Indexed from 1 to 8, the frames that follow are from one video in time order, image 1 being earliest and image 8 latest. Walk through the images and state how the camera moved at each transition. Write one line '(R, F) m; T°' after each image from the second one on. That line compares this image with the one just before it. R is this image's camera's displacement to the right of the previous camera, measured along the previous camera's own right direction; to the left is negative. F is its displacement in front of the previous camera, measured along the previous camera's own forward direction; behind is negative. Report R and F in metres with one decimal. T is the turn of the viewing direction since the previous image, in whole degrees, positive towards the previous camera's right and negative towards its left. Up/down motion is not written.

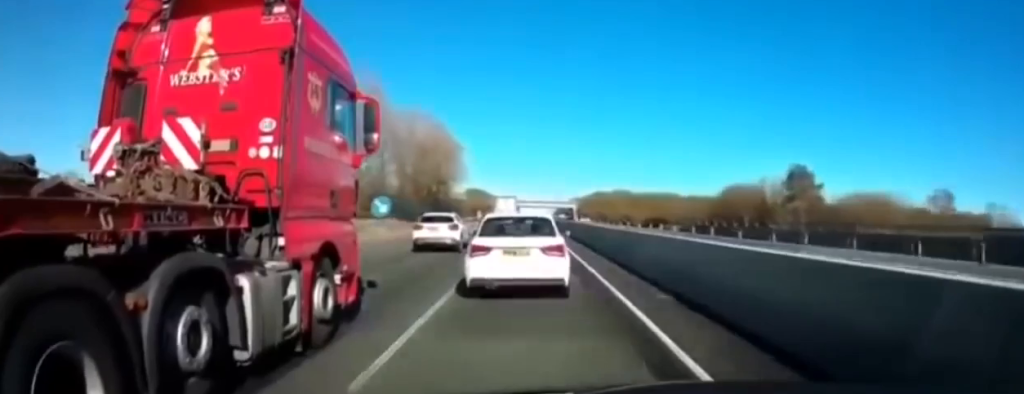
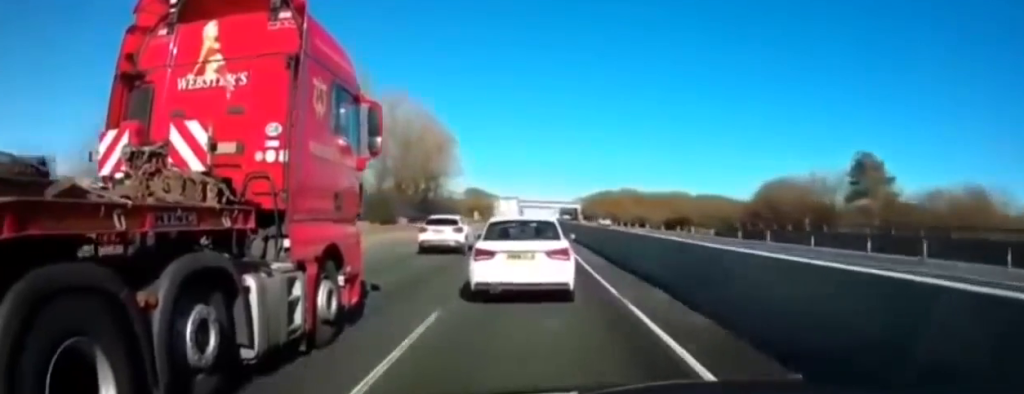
(-0.2, +14.3) m; 0°
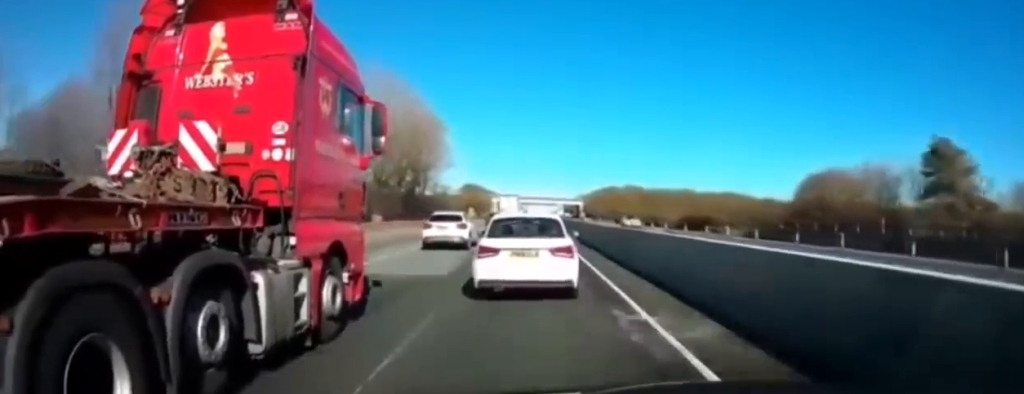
(0.0, +10.9) m; 0°
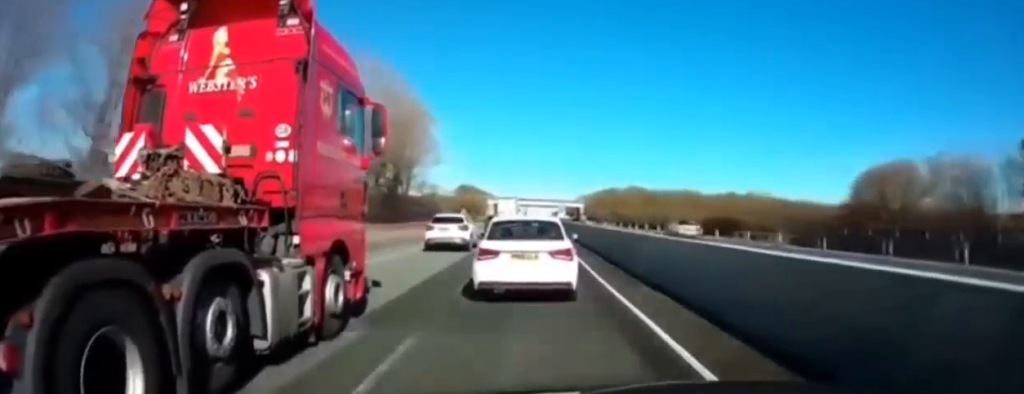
(0.0, +11.6) m; 0°
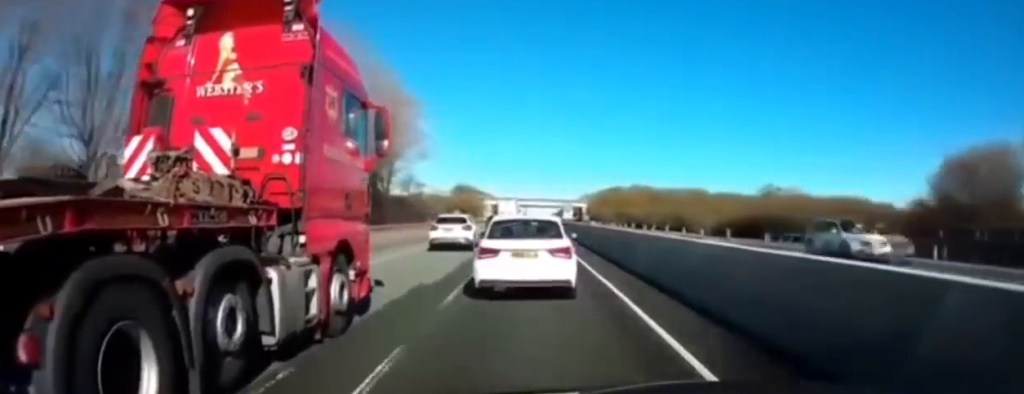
(+0.1, +11.6) m; 0°
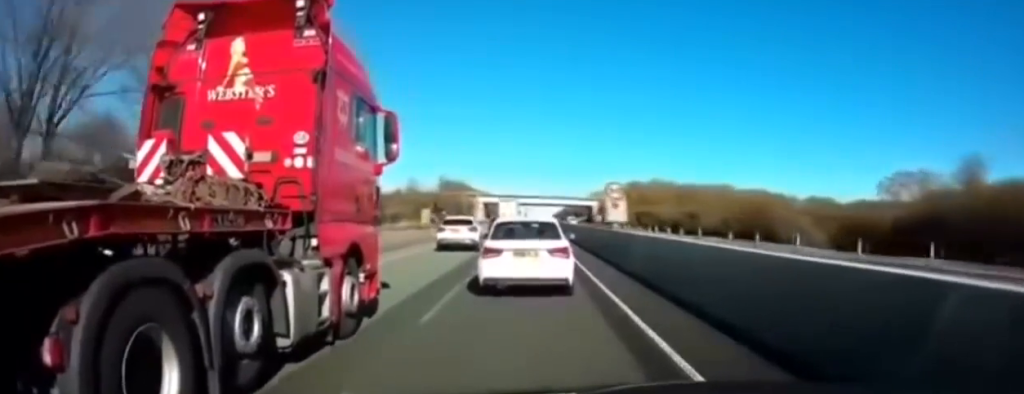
(-0.2, +32.1) m; 0°
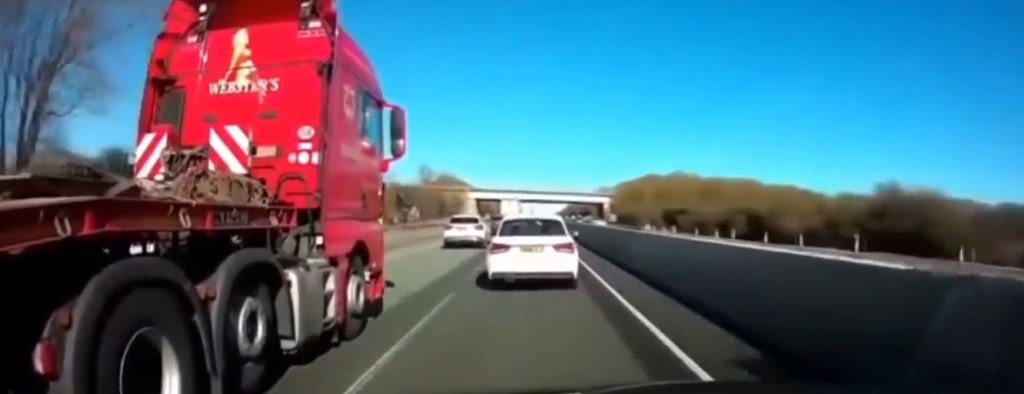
(+0.1, +24.8) m; 0°
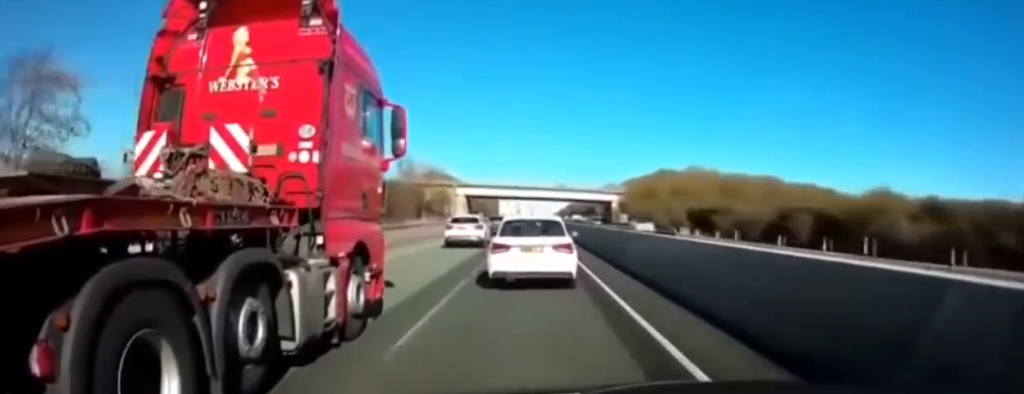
(0.0, +17.5) m; 0°
